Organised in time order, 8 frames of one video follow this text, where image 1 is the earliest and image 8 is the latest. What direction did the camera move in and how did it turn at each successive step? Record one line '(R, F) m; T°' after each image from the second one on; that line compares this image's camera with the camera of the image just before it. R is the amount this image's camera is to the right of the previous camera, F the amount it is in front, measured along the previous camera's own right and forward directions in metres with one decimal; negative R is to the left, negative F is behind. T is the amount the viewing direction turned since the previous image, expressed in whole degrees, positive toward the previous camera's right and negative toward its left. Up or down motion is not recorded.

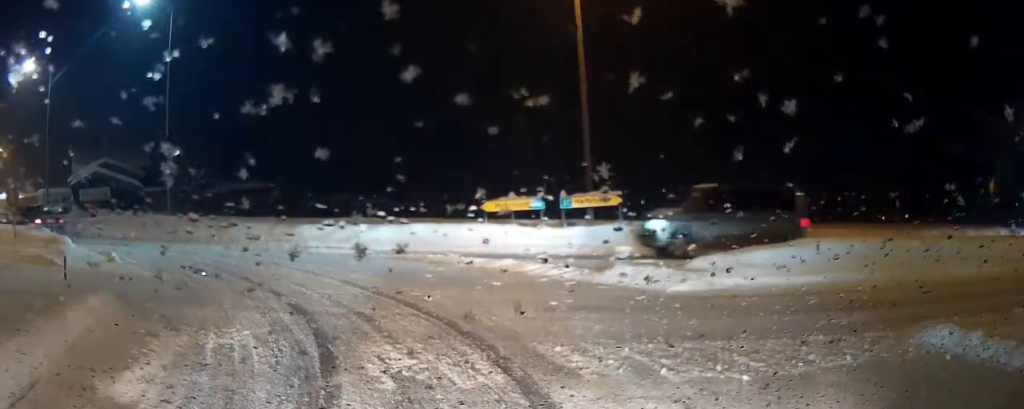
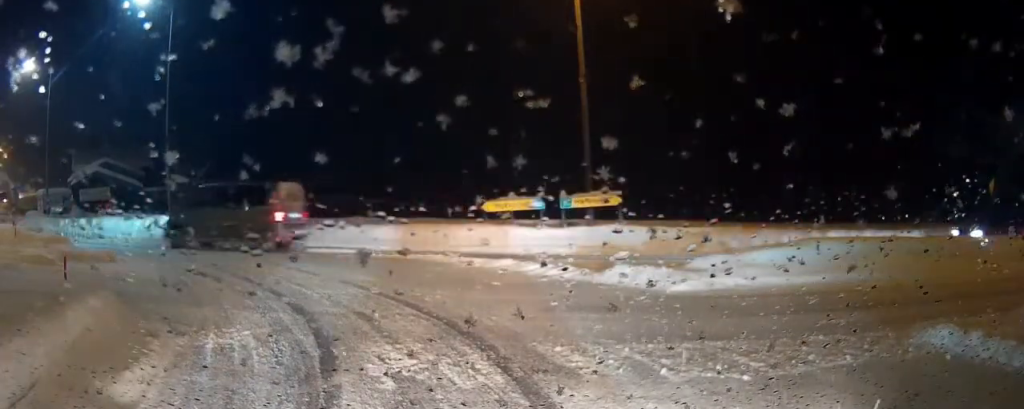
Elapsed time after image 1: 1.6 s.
(0.0, 0.0) m; 0°
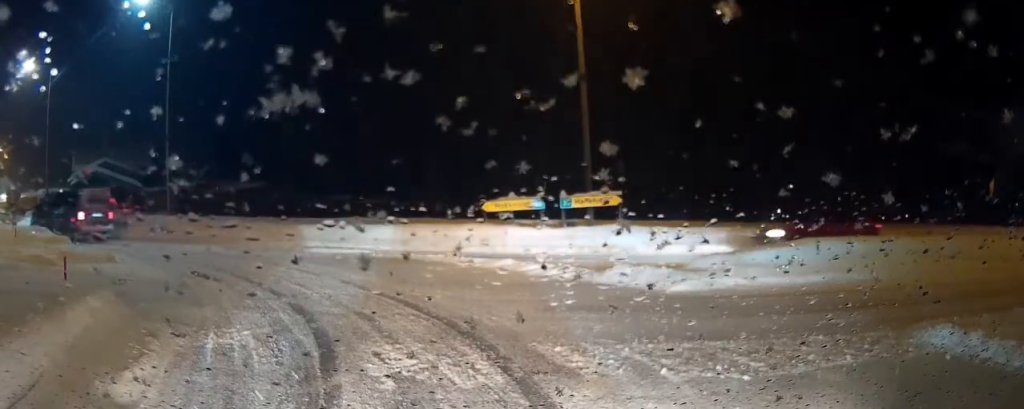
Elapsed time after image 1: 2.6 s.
(0.0, 0.0) m; 0°
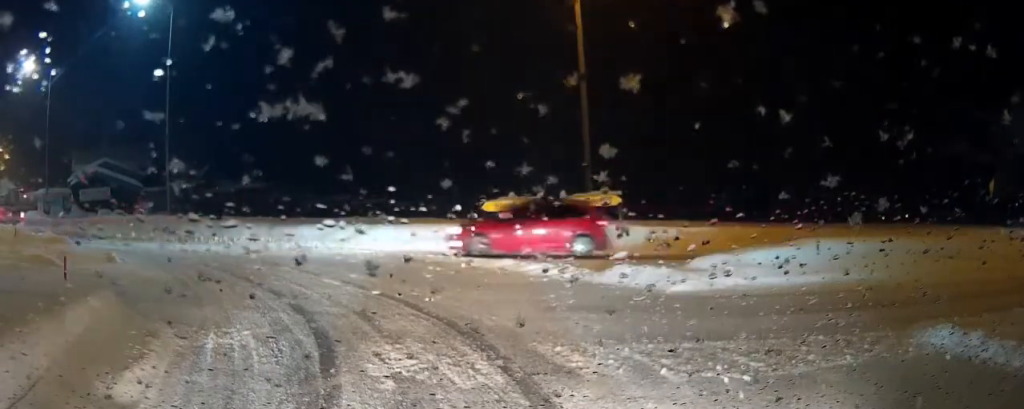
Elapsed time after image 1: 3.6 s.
(0.0, 0.0) m; 0°
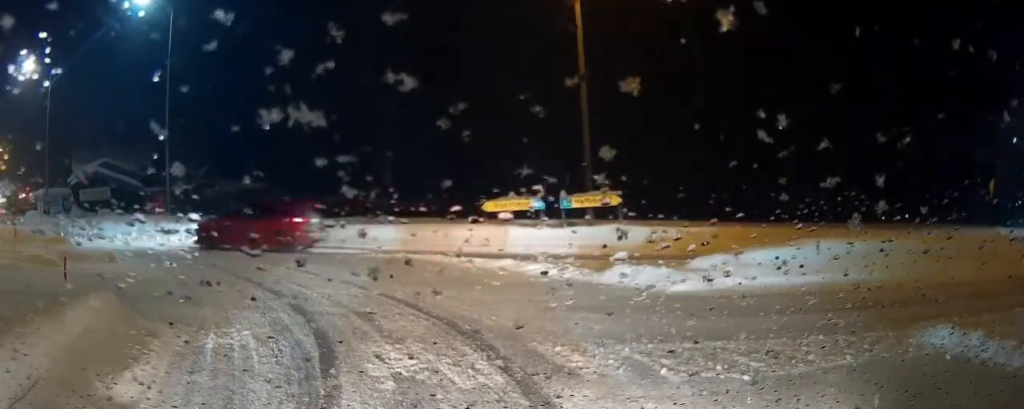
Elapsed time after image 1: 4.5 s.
(0.0, 0.0) m; 0°
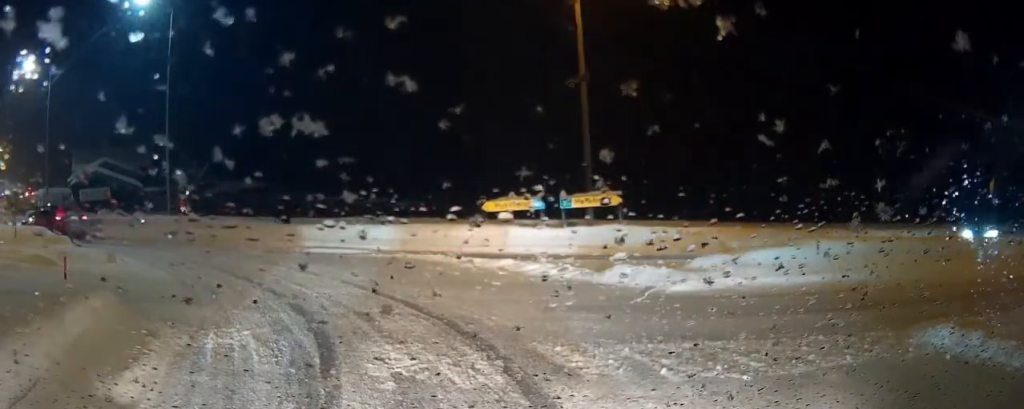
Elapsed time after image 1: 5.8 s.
(0.0, 0.0) m; 0°
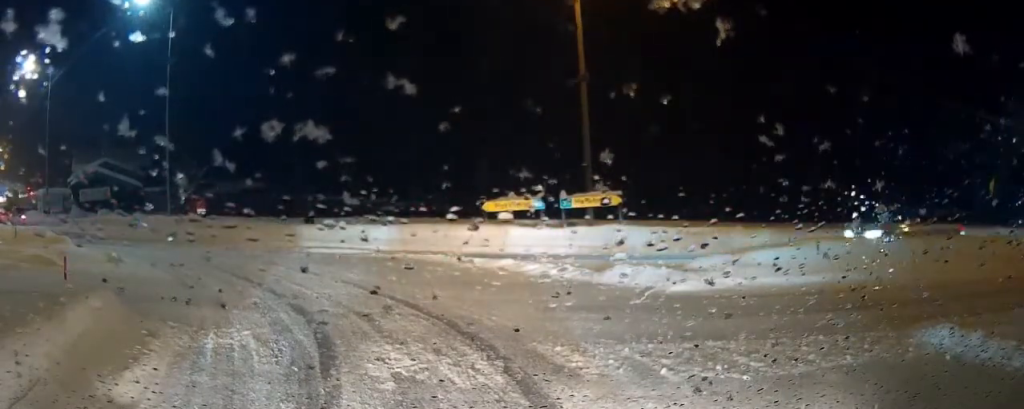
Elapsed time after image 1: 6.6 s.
(0.0, 0.0) m; 0°
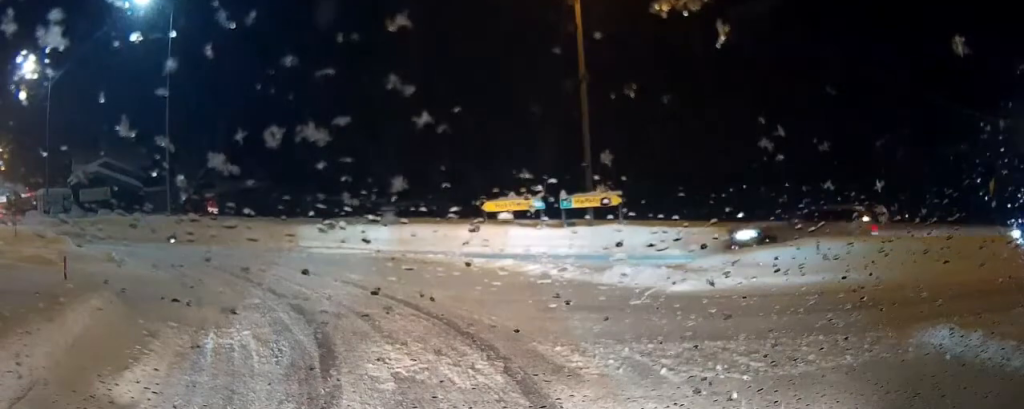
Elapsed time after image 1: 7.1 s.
(0.0, 0.0) m; 0°
